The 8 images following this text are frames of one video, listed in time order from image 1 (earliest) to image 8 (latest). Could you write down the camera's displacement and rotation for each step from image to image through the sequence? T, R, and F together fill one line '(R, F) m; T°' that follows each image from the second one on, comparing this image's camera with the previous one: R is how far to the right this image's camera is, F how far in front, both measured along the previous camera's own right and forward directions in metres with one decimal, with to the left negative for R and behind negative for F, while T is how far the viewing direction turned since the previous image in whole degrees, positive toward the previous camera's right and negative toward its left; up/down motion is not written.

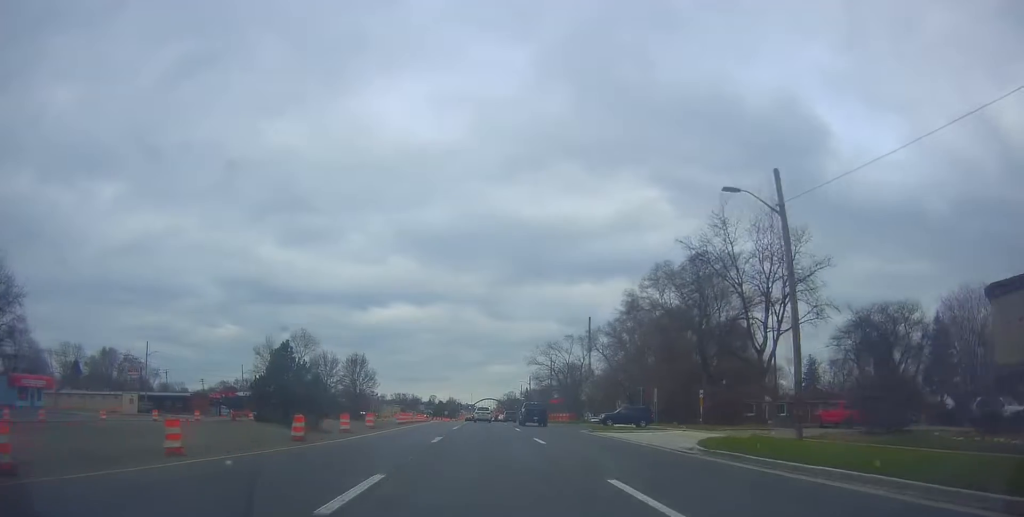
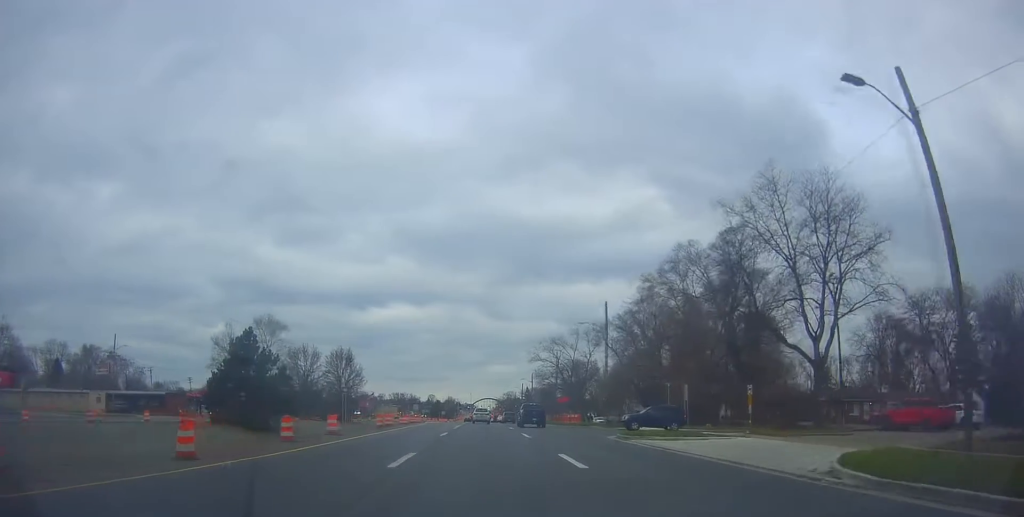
(0.0, +8.8) m; -1°
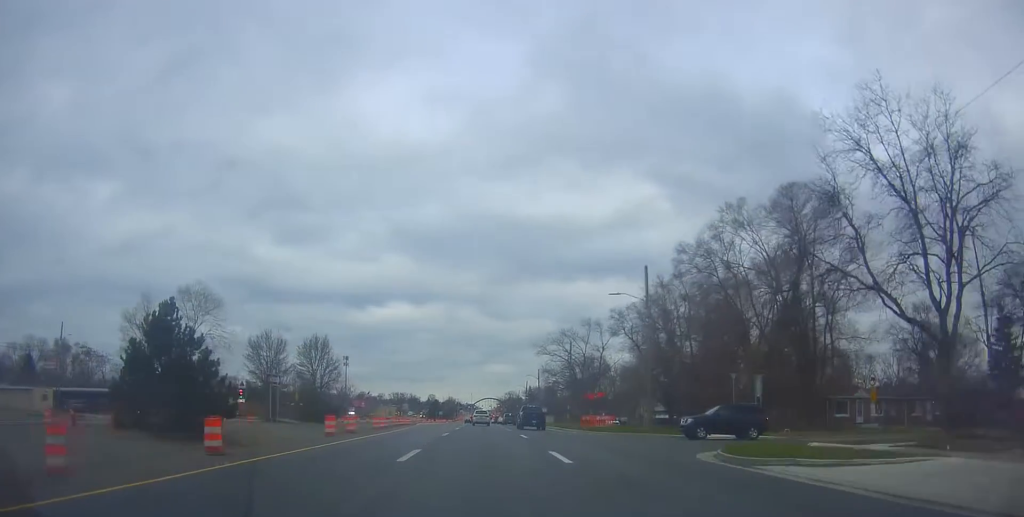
(+0.1, +12.9) m; -1°
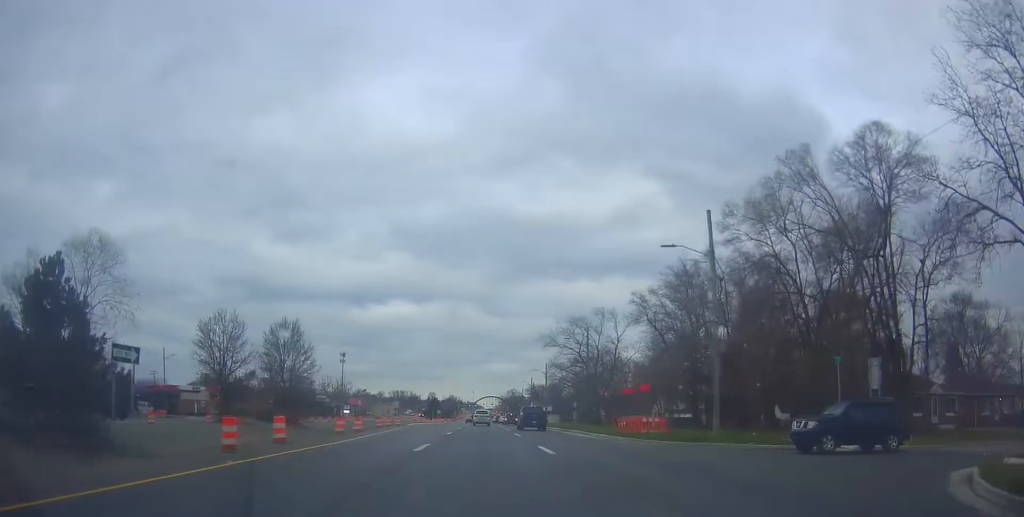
(-0.4, +11.5) m; -1°
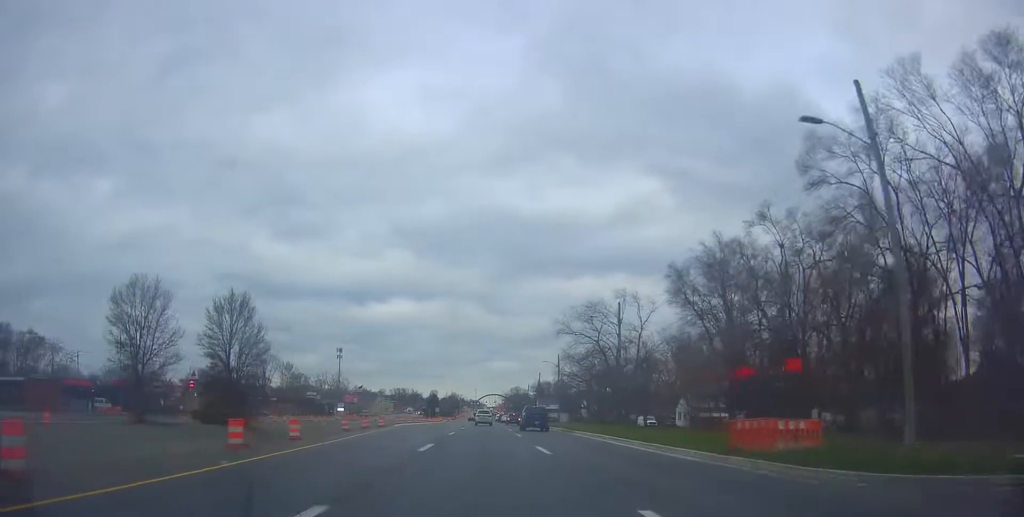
(-0.2, +13.6) m; 0°
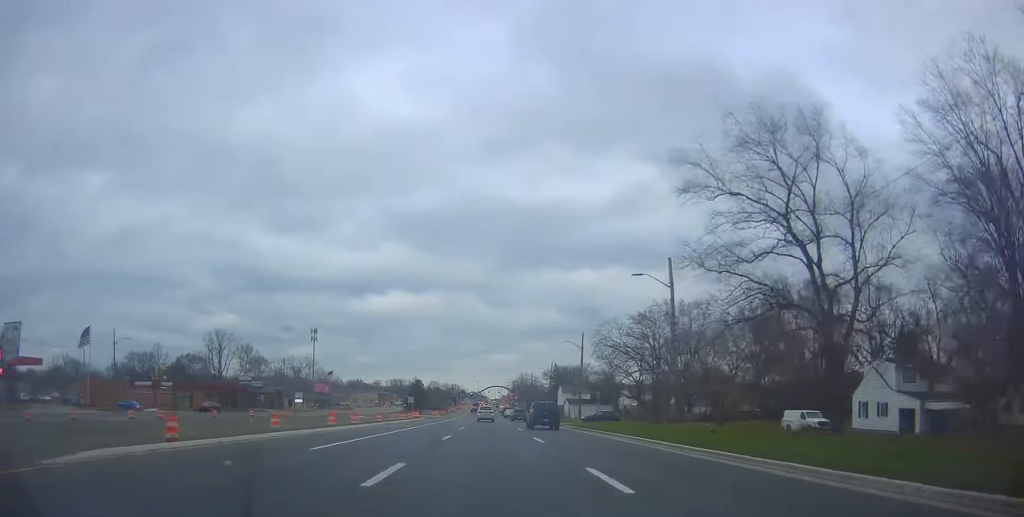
(+1.8, +53.2) m; +1°
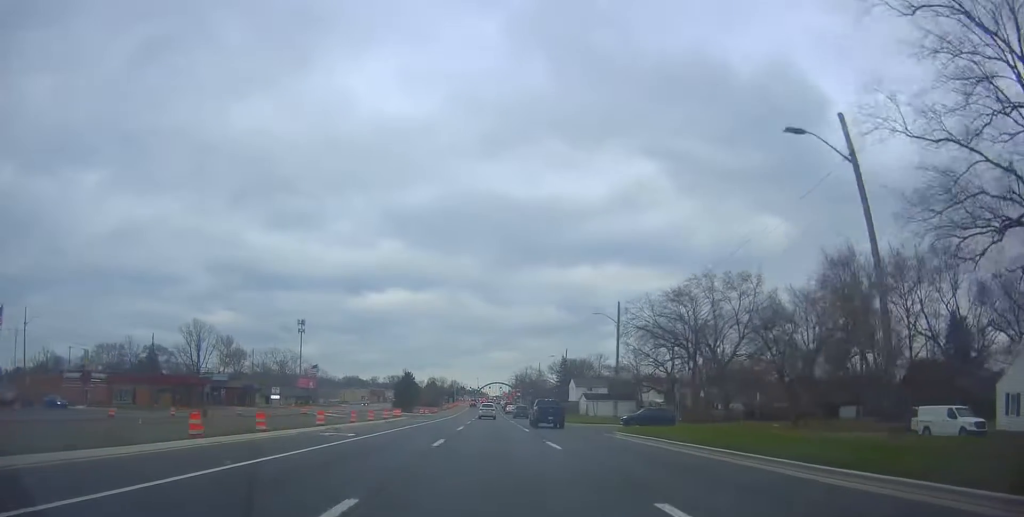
(-0.4, +19.8) m; -1°
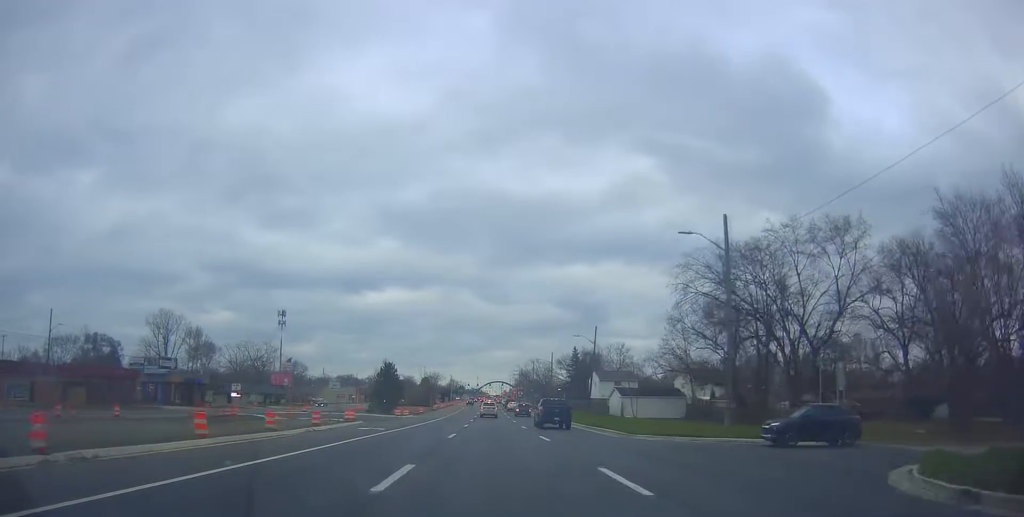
(0.0, +24.9) m; +1°
